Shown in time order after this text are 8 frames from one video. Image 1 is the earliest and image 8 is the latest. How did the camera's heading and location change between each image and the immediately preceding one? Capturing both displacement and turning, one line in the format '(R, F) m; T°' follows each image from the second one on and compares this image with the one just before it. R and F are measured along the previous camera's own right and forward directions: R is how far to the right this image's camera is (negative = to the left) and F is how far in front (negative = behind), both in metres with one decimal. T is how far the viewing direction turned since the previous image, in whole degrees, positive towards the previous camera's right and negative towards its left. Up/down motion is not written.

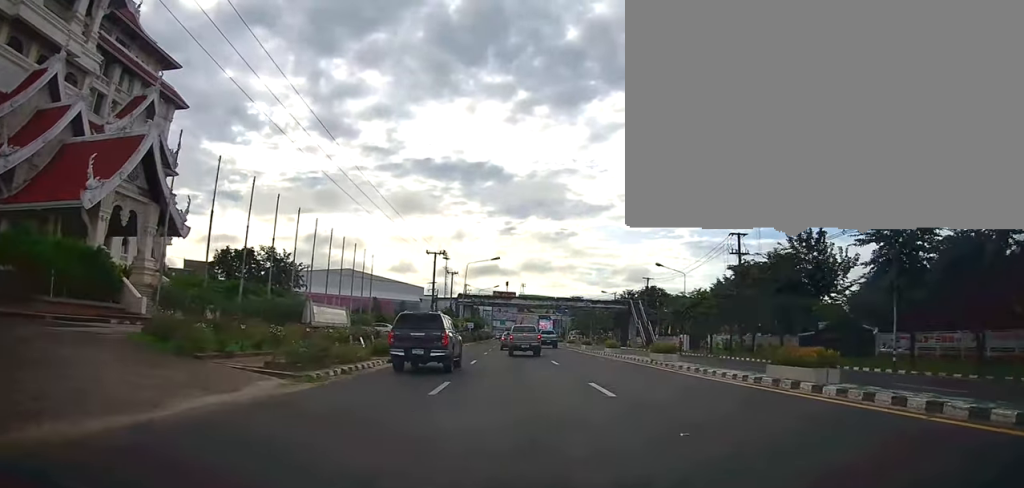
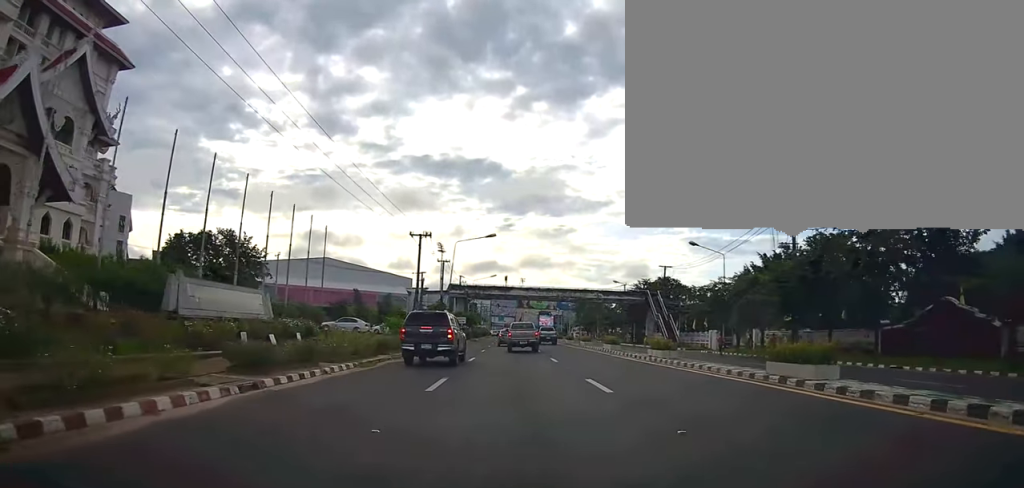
(+0.1, +12.1) m; 0°
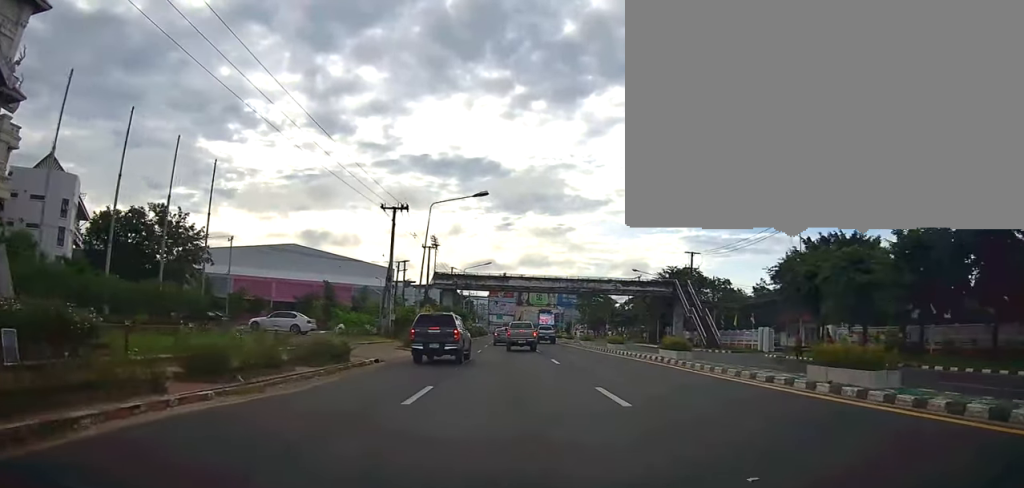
(0.0, +14.2) m; 0°
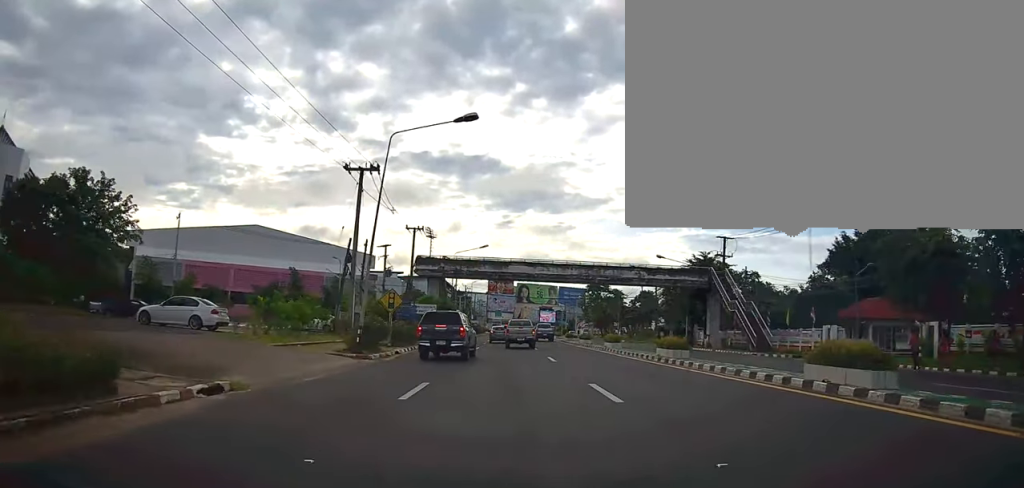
(0.0, +12.0) m; 0°
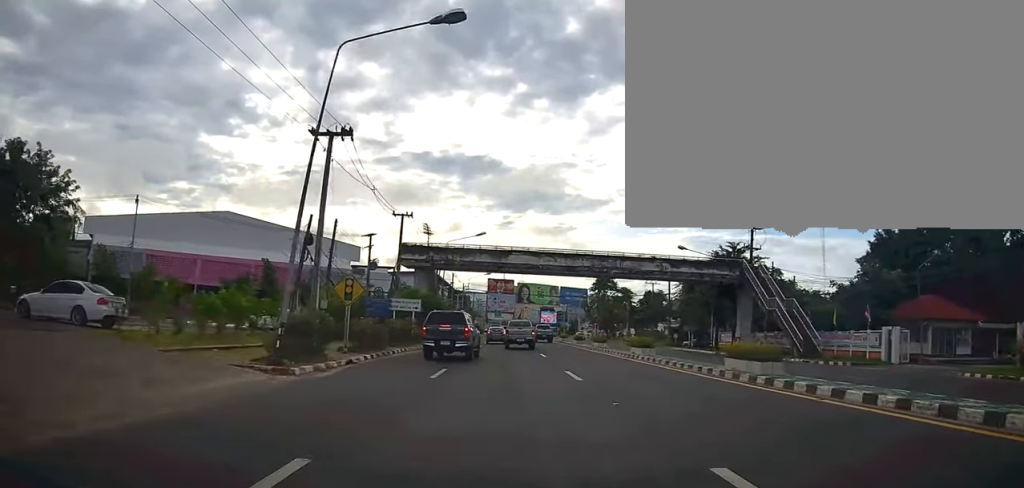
(0.0, +7.6) m; 0°
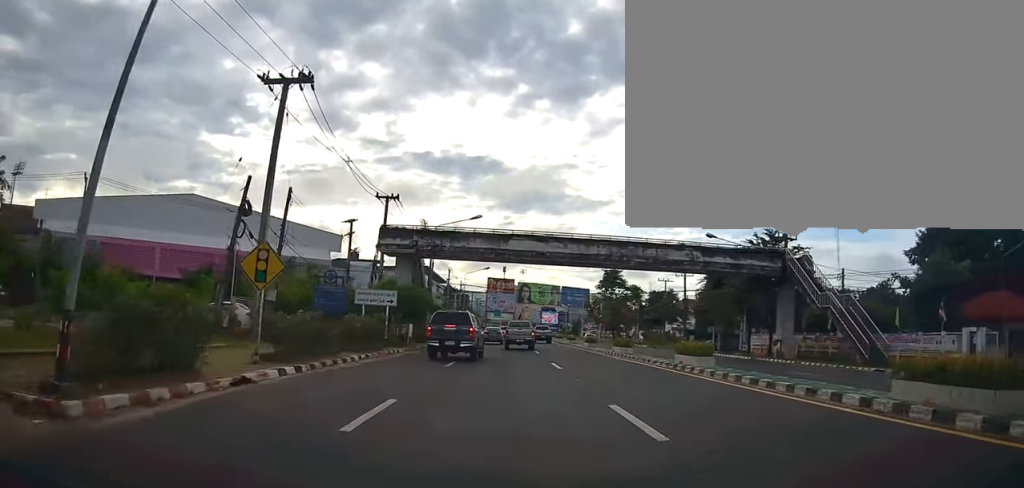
(0.0, +7.6) m; 0°
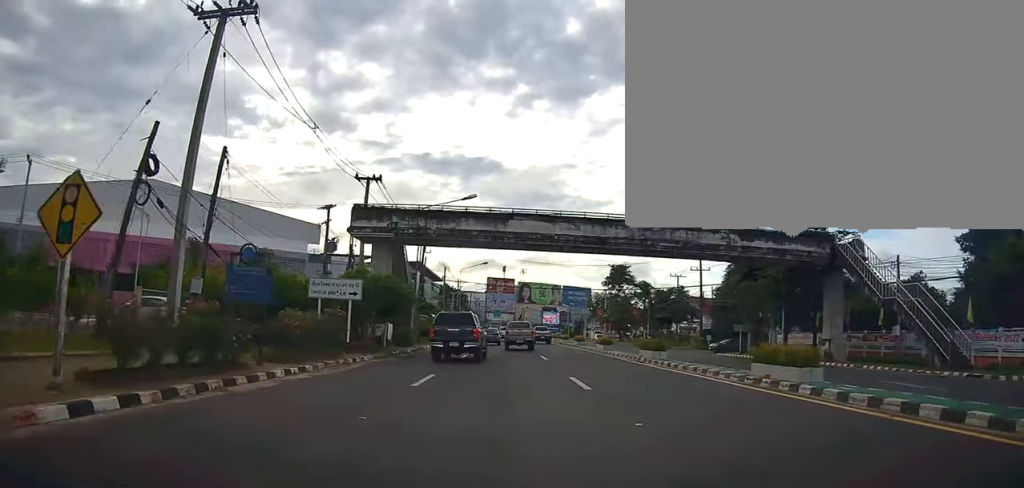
(0.0, +6.7) m; 0°
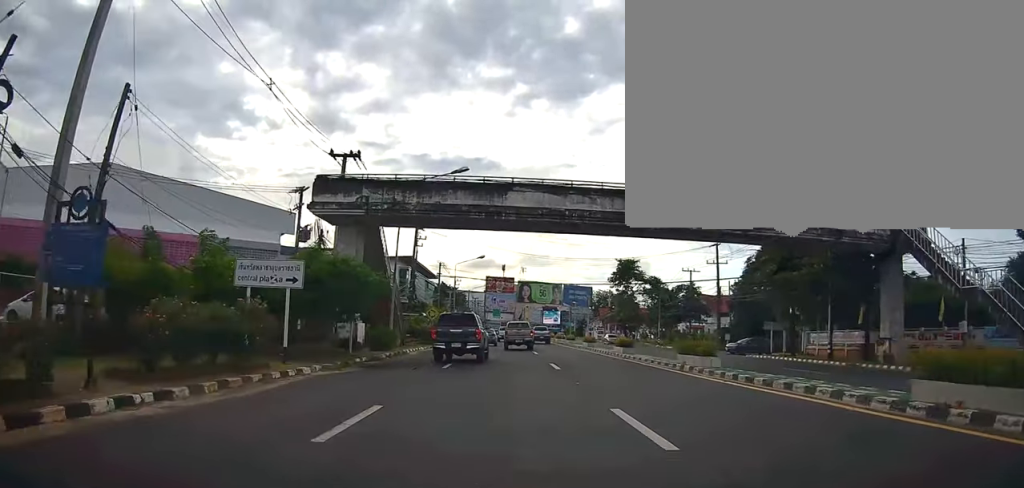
(0.0, +6.2) m; 0°
